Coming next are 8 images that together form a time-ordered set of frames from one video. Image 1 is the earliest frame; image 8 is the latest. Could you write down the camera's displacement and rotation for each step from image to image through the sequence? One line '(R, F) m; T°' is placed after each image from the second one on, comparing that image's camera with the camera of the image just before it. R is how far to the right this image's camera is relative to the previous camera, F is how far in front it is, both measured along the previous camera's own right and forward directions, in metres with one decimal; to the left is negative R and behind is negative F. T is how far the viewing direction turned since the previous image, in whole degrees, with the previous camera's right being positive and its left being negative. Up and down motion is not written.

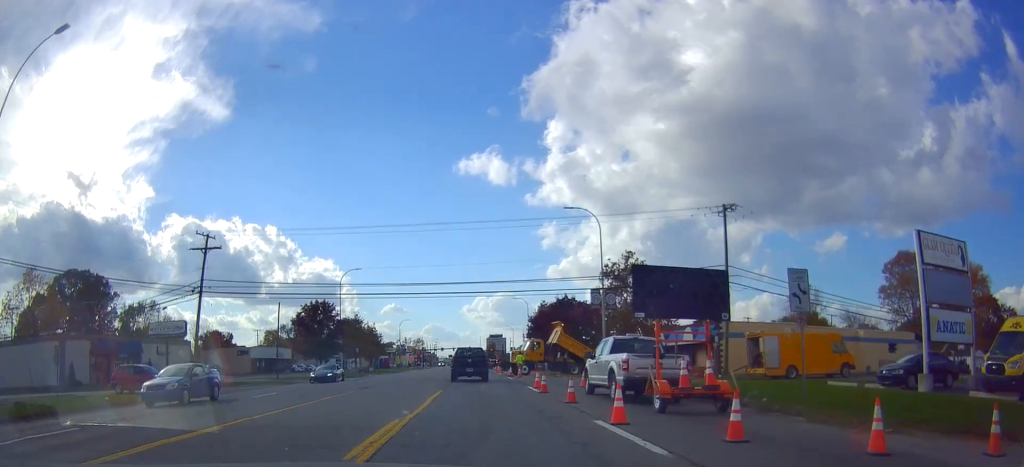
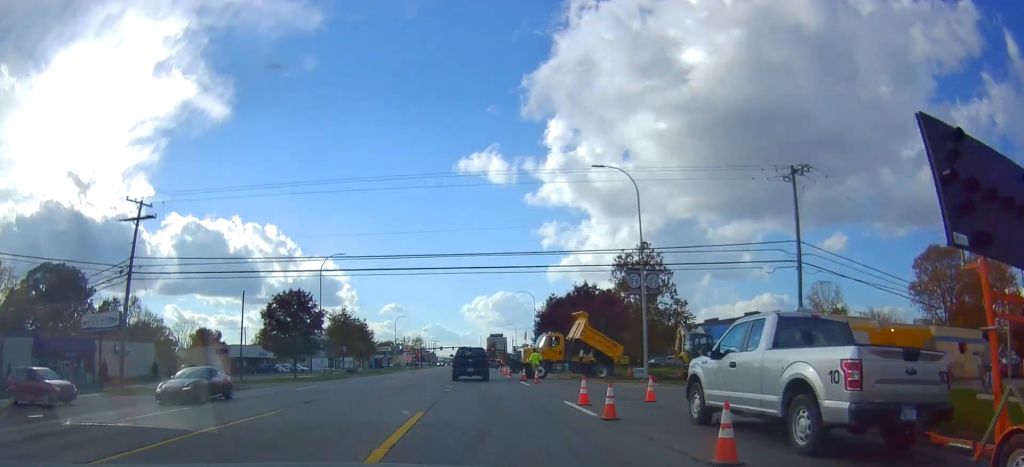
(+0.1, +9.6) m; -2°
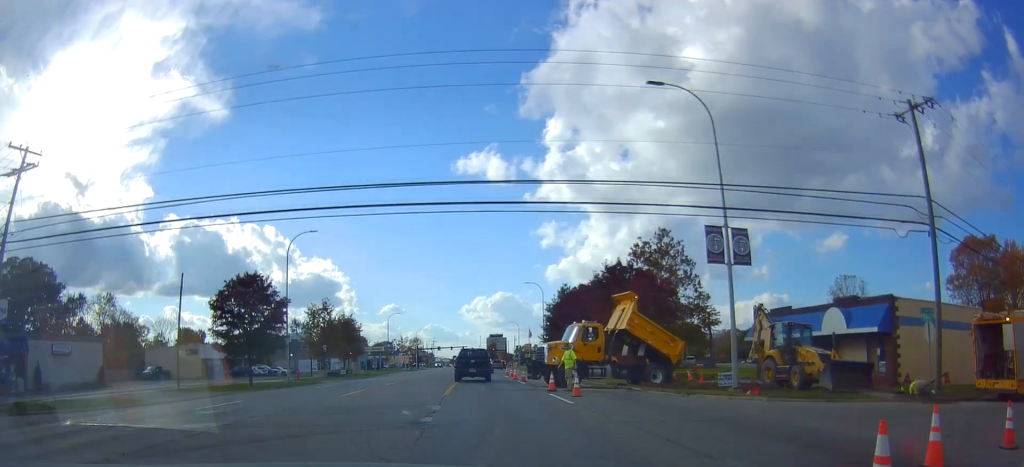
(-0.4, +11.0) m; 0°
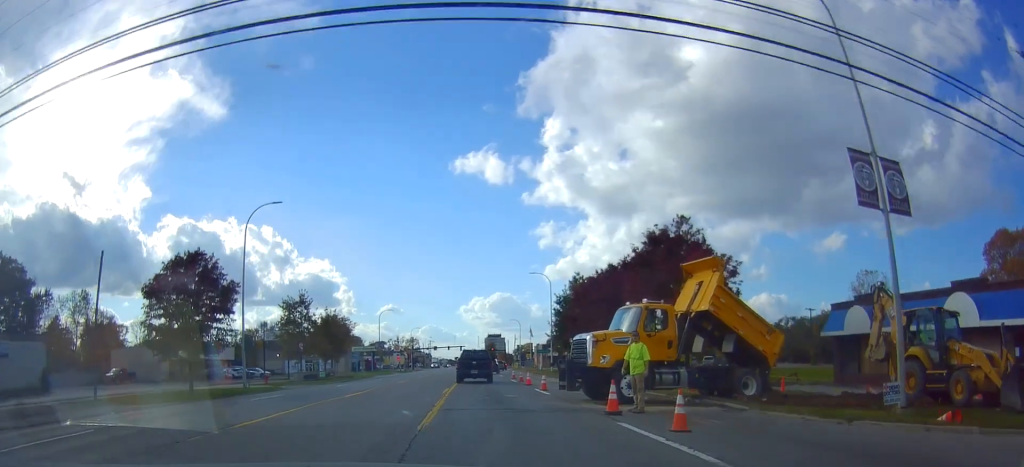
(+0.1, +9.3) m; +1°
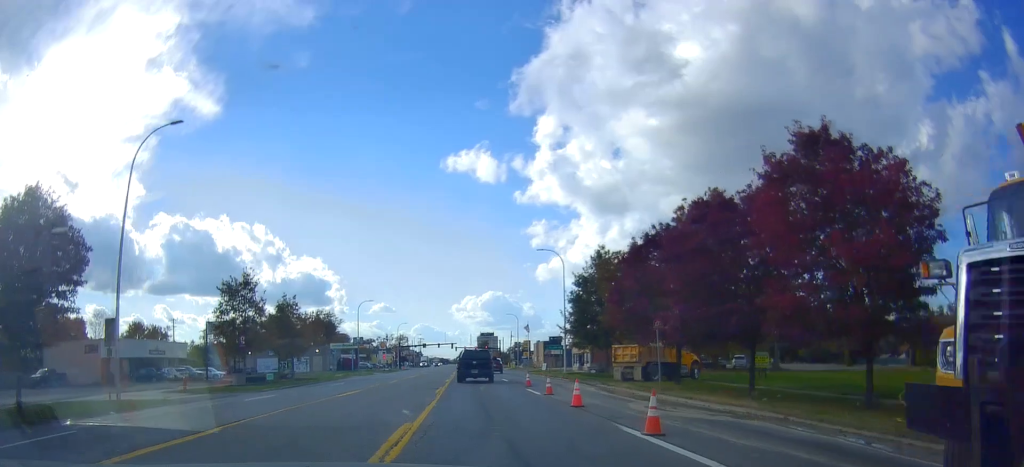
(+0.3, +14.8) m; +1°
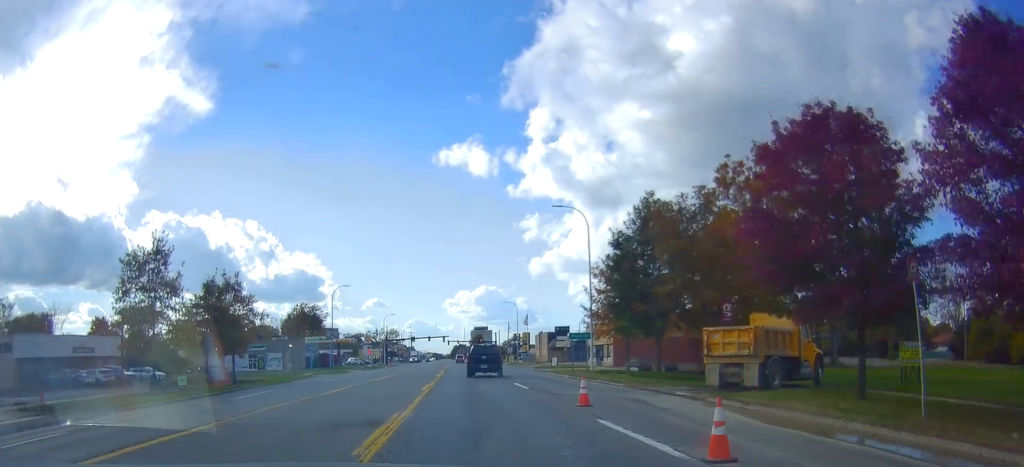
(0.0, +15.1) m; 0°
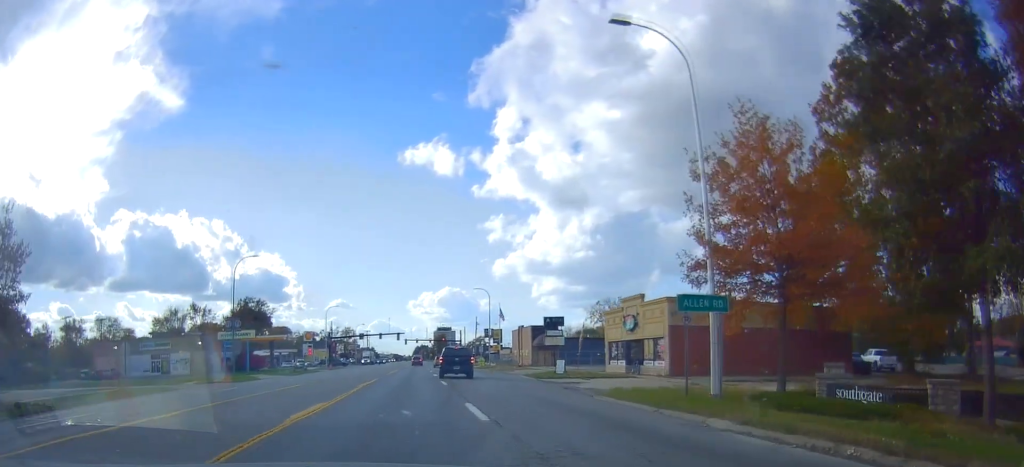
(+0.8, +26.2) m; +3°
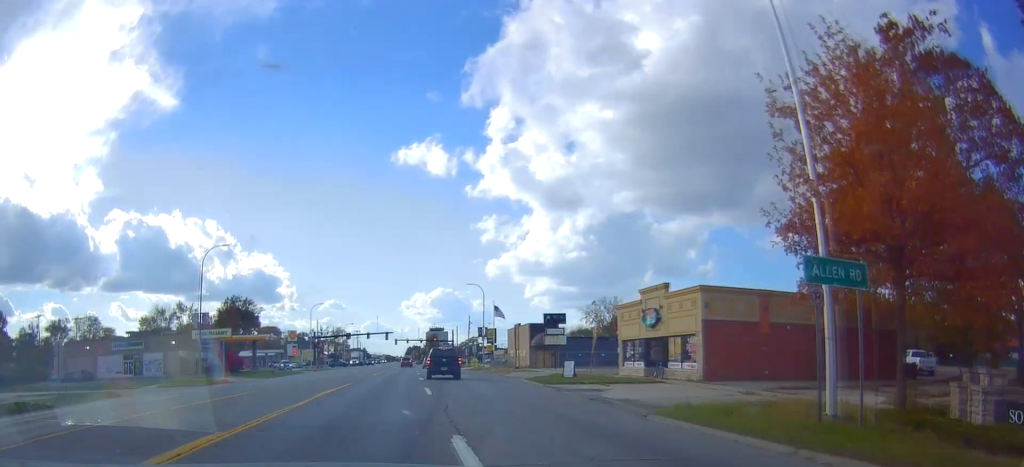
(0.0, +6.2) m; 0°
